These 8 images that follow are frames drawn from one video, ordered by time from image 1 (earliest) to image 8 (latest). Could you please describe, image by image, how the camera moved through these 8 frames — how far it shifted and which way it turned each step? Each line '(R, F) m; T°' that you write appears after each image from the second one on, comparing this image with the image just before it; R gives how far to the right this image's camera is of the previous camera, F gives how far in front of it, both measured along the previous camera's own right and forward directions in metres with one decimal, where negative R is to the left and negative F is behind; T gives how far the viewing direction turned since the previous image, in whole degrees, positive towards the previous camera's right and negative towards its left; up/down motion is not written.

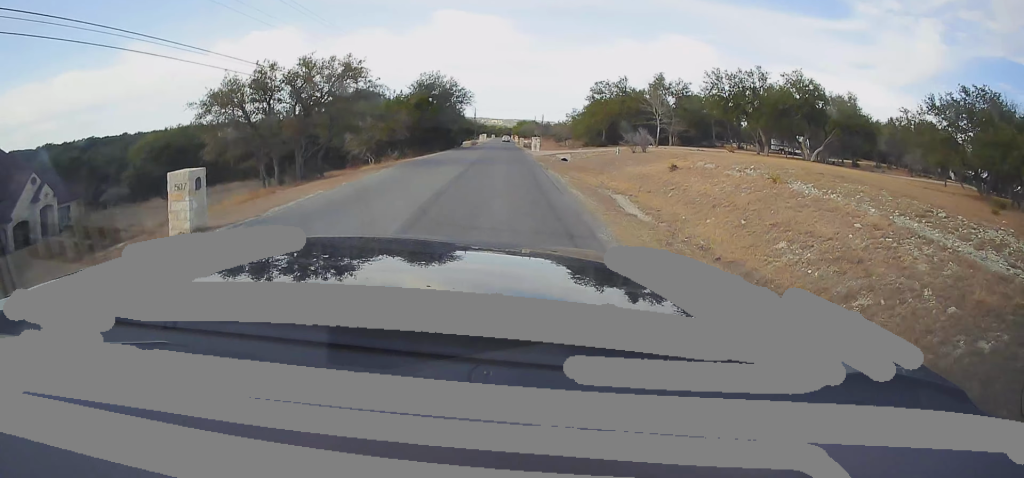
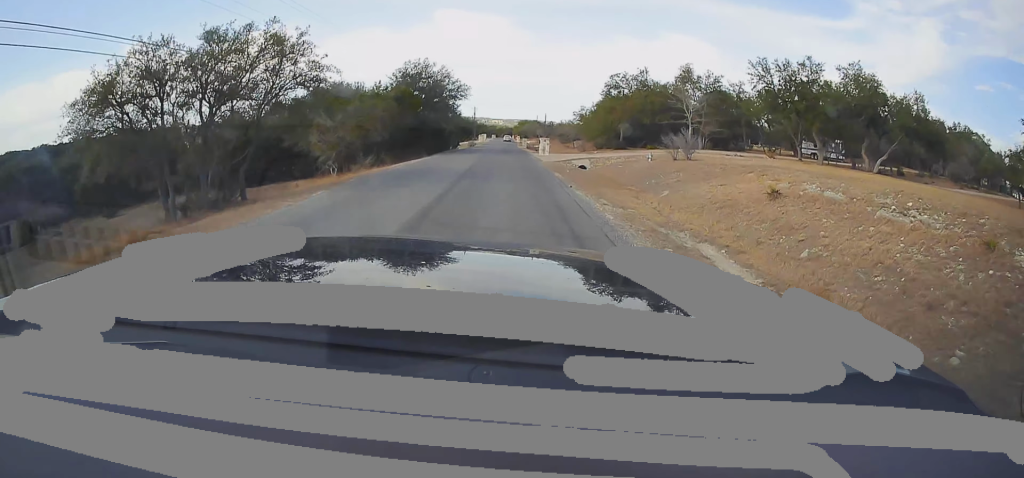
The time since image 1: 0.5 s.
(+0.2, +8.4) m; +1°
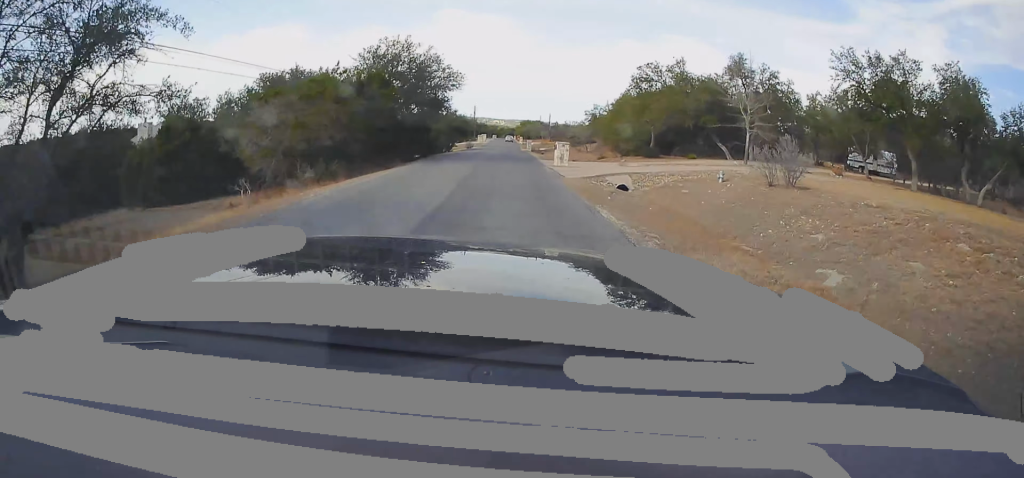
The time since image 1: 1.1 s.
(0.0, +9.8) m; 0°
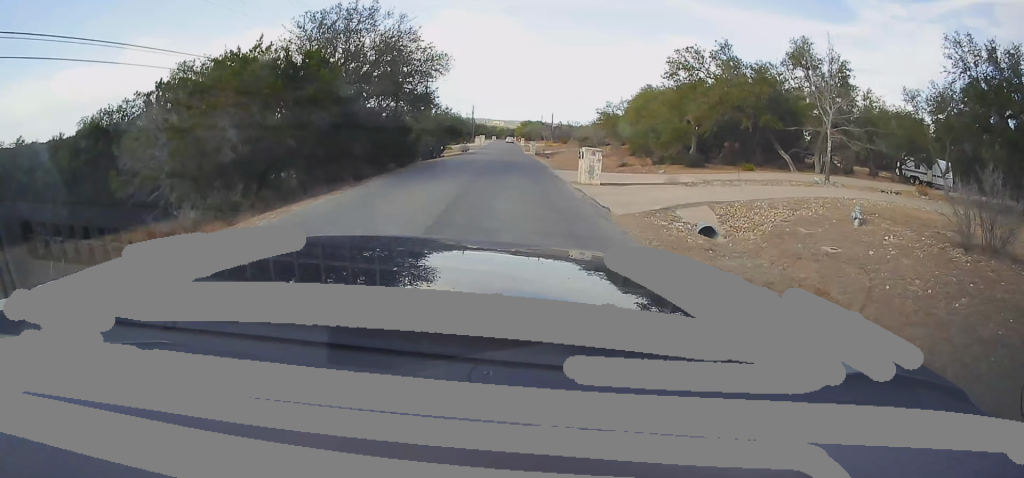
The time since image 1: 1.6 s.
(0.0, +9.1) m; 0°
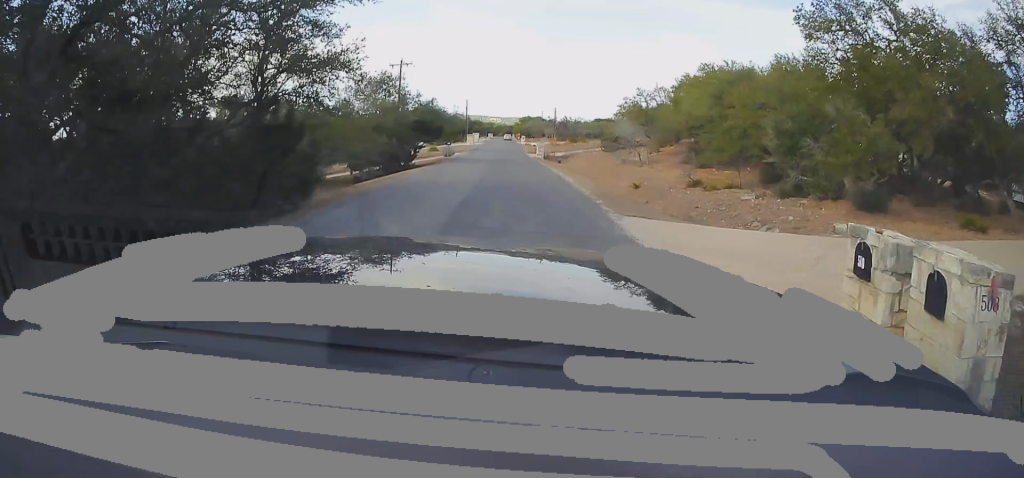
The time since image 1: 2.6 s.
(+0.1, +16.0) m; 0°
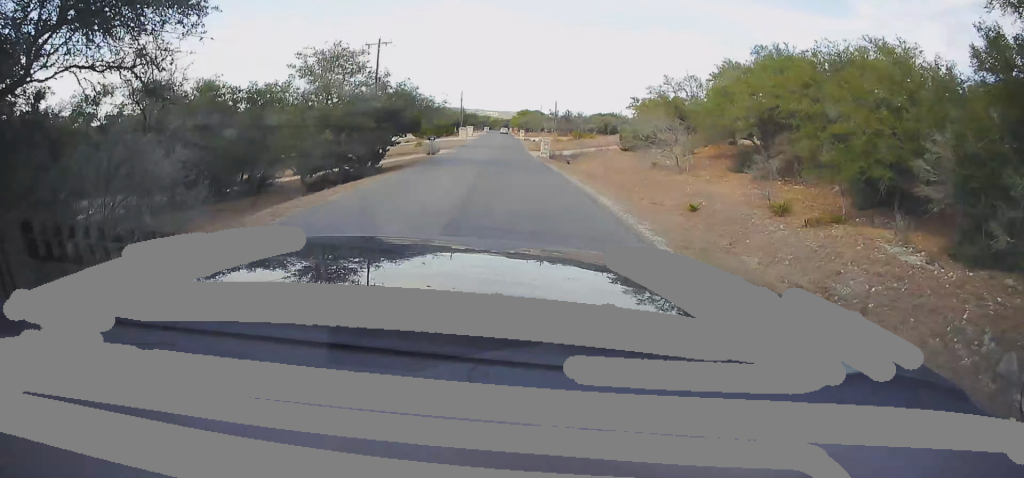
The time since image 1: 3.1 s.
(0.0, +9.1) m; 0°
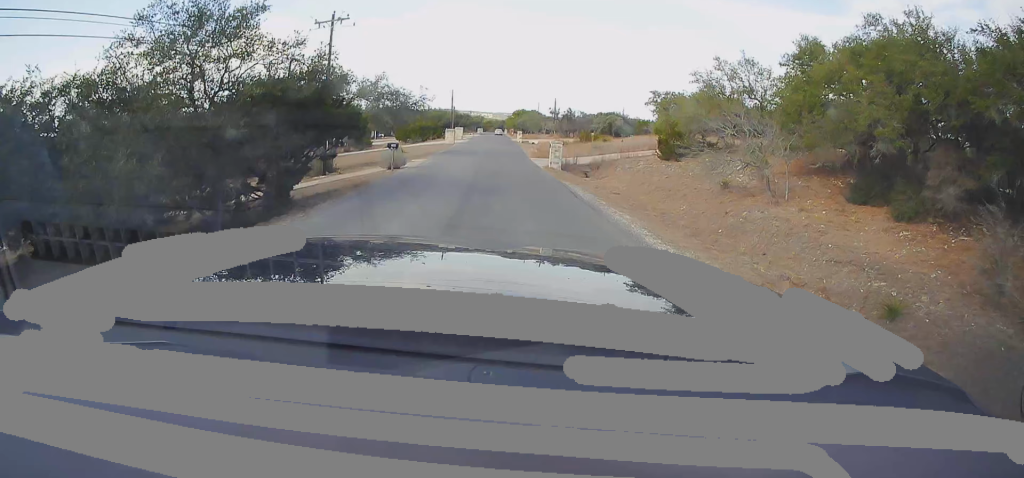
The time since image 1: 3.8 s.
(0.0, +11.2) m; 0°
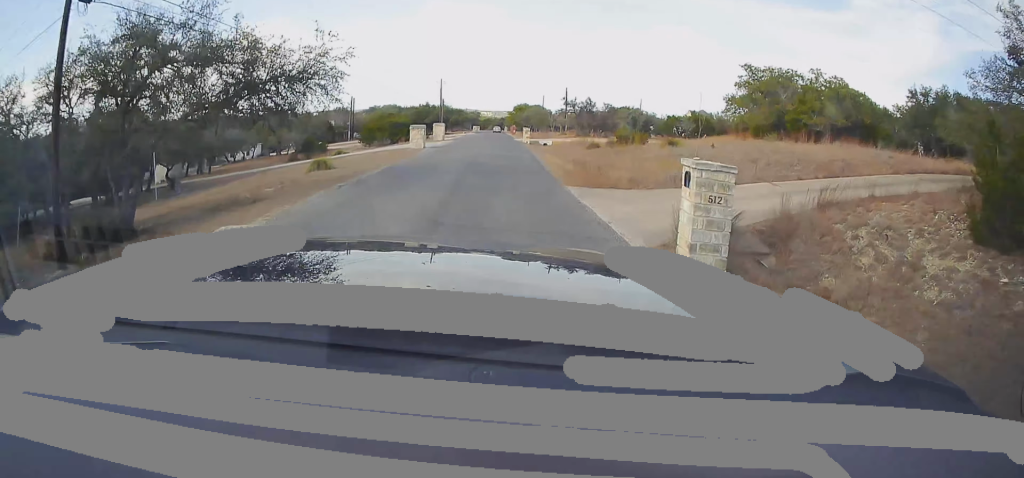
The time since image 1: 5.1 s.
(-0.5, +22.4) m; -2°
